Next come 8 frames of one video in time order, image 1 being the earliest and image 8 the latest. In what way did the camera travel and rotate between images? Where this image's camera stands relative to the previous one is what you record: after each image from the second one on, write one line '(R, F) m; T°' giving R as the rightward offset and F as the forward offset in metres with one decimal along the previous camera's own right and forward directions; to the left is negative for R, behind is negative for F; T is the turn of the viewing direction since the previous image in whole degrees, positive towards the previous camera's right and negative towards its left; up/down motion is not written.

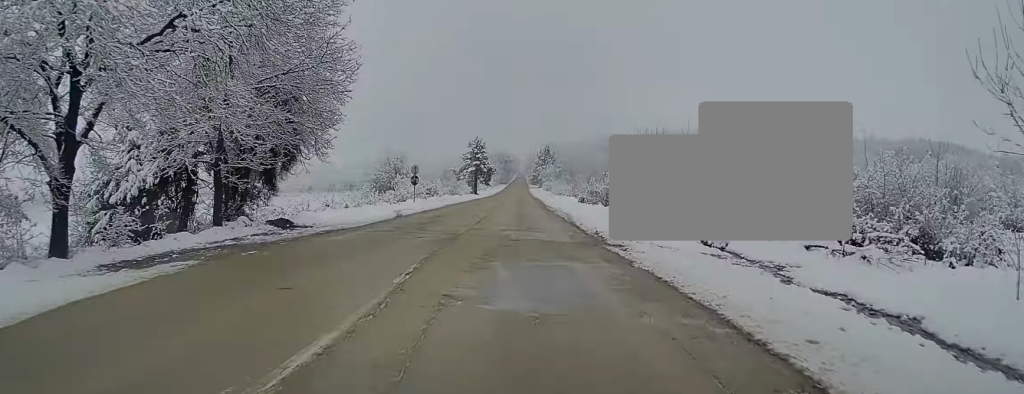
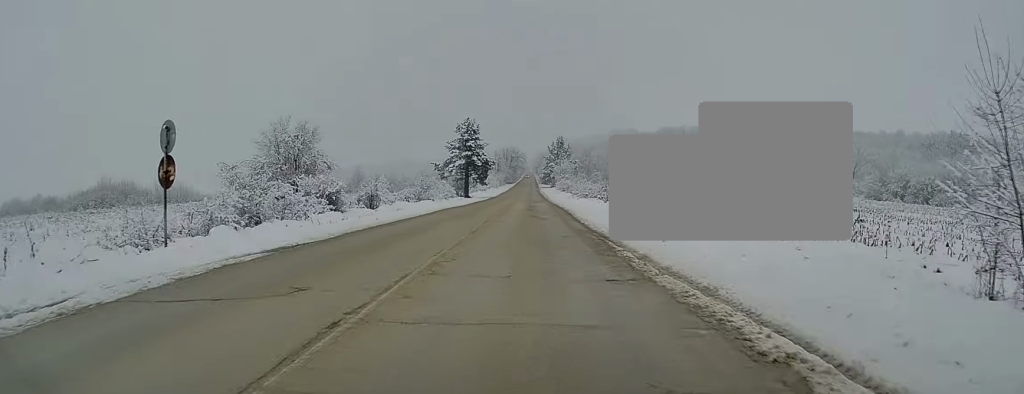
(-0.4, +35.1) m; -1°
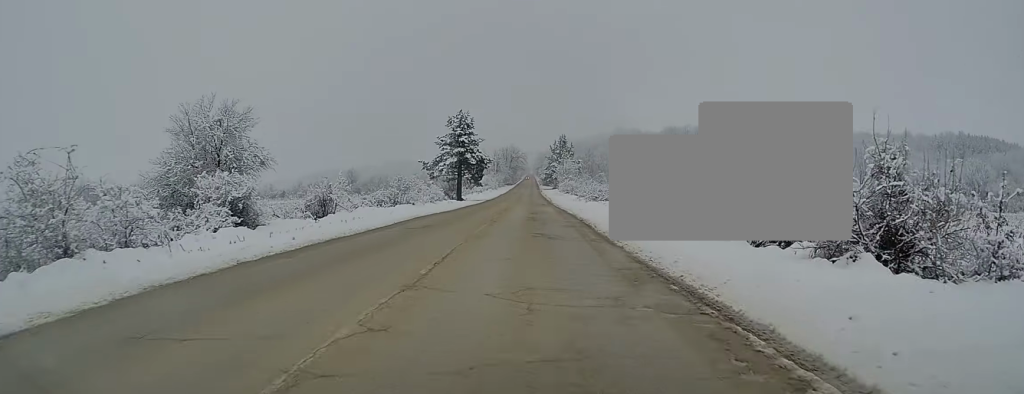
(0.0, +10.6) m; -1°
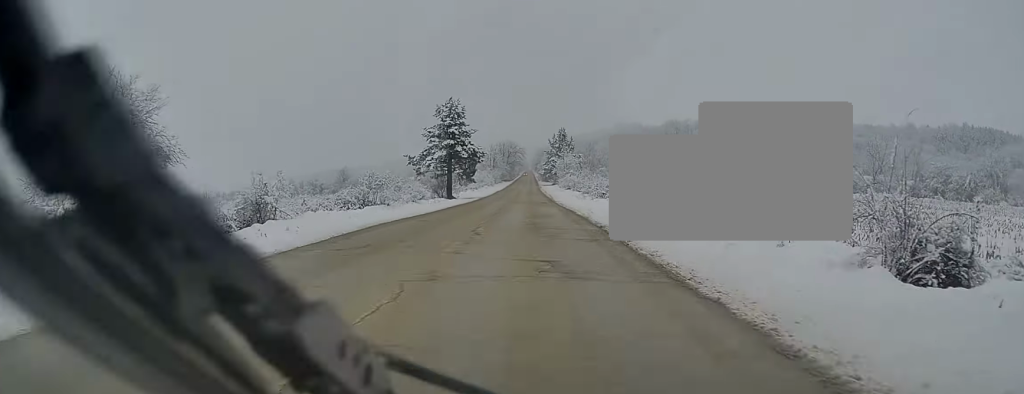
(+0.1, +8.3) m; 0°
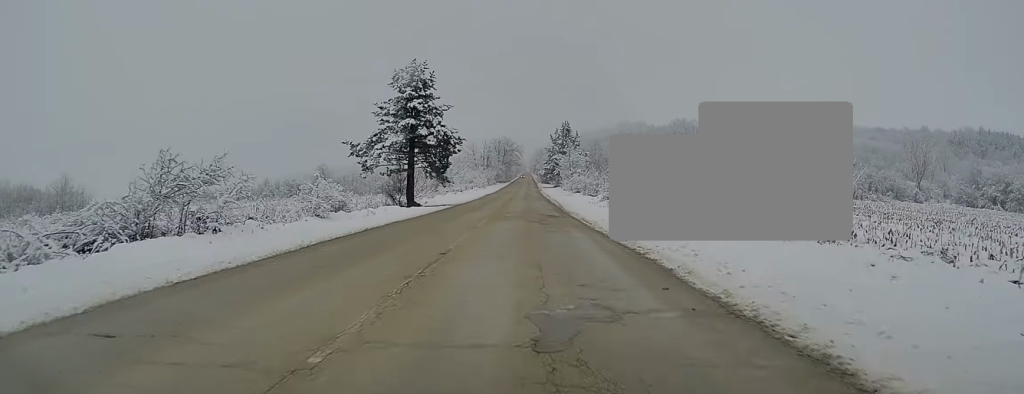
(-0.2, +22.8) m; +1°
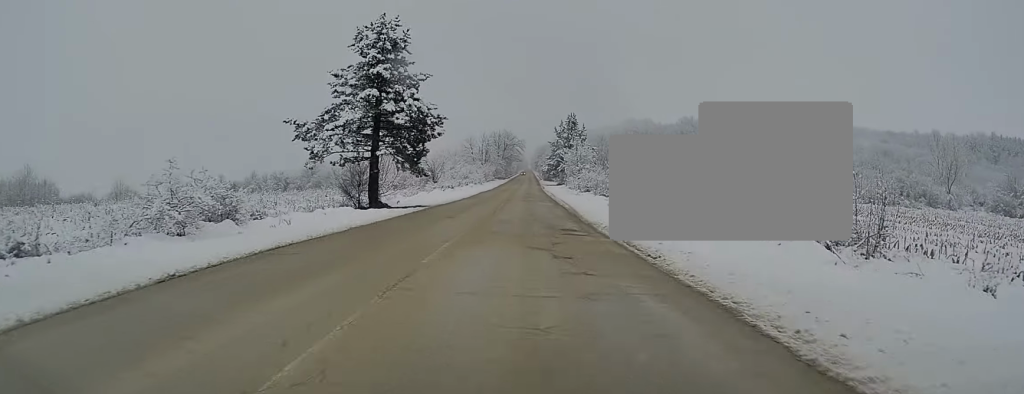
(+0.3, +12.2) m; 0°
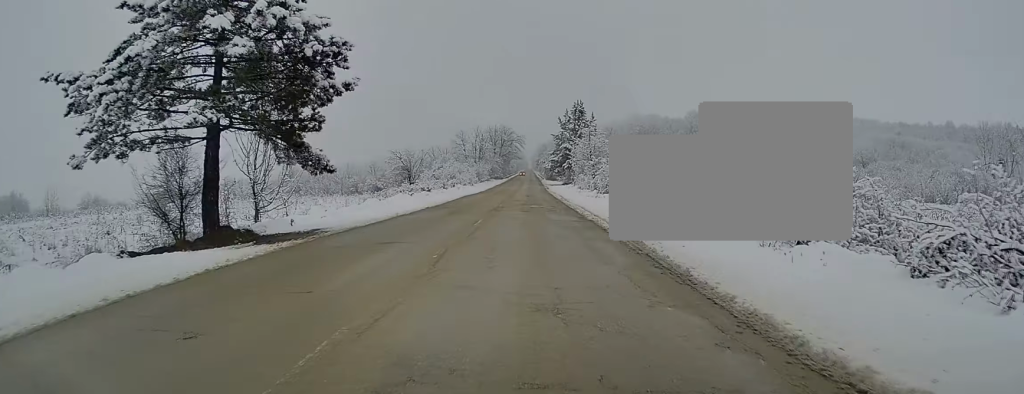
(-0.3, +19.8) m; -1°
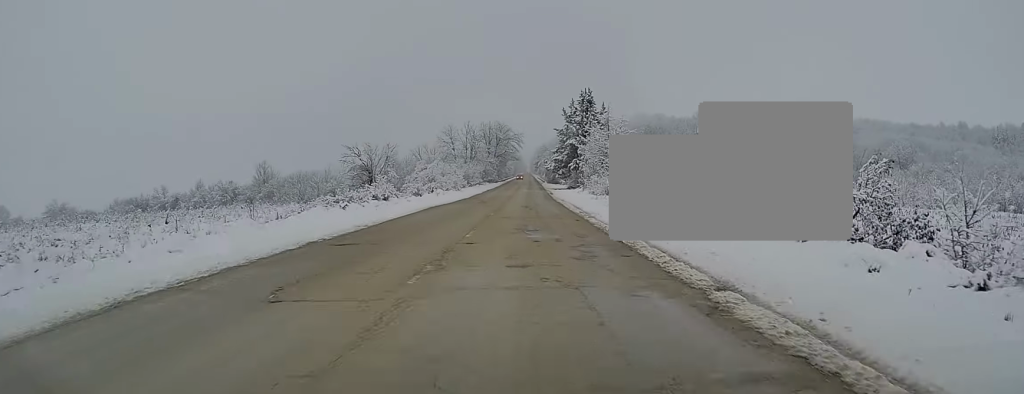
(0.0, +18.6) m; 0°
